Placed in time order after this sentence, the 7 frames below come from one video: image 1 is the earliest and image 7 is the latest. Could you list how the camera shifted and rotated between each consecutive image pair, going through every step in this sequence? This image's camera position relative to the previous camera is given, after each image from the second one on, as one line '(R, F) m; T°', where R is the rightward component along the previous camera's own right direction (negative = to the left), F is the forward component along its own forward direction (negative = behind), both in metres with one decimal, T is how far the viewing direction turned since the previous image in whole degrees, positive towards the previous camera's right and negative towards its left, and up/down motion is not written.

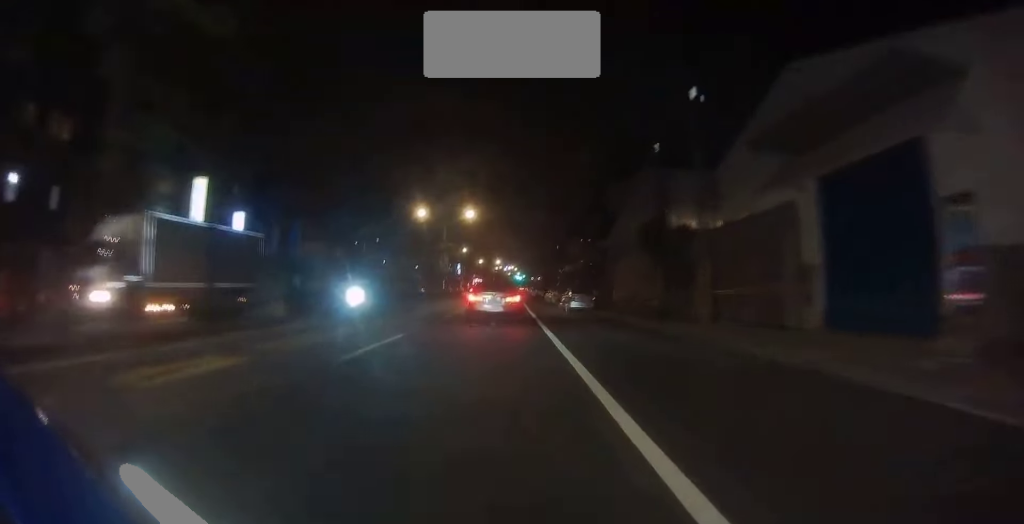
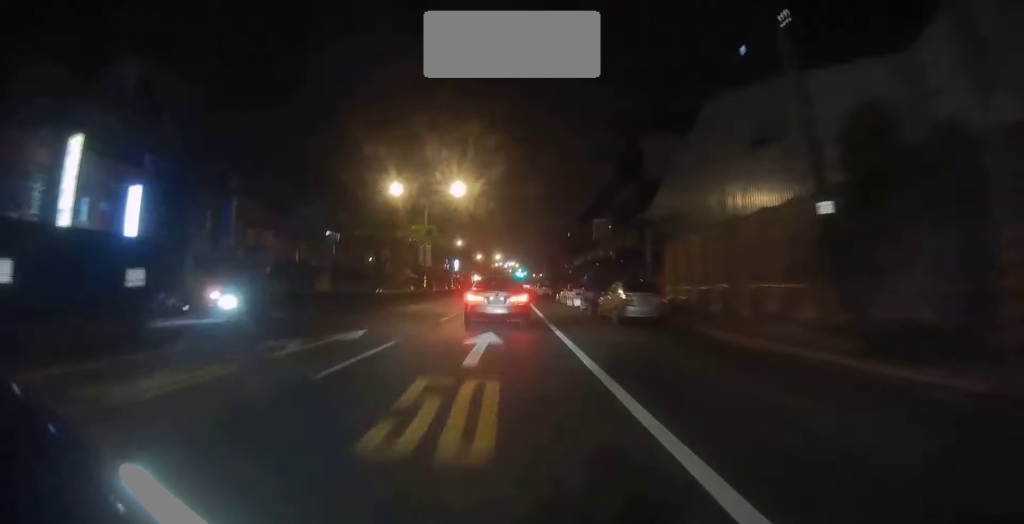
(0.0, +10.7) m; +1°
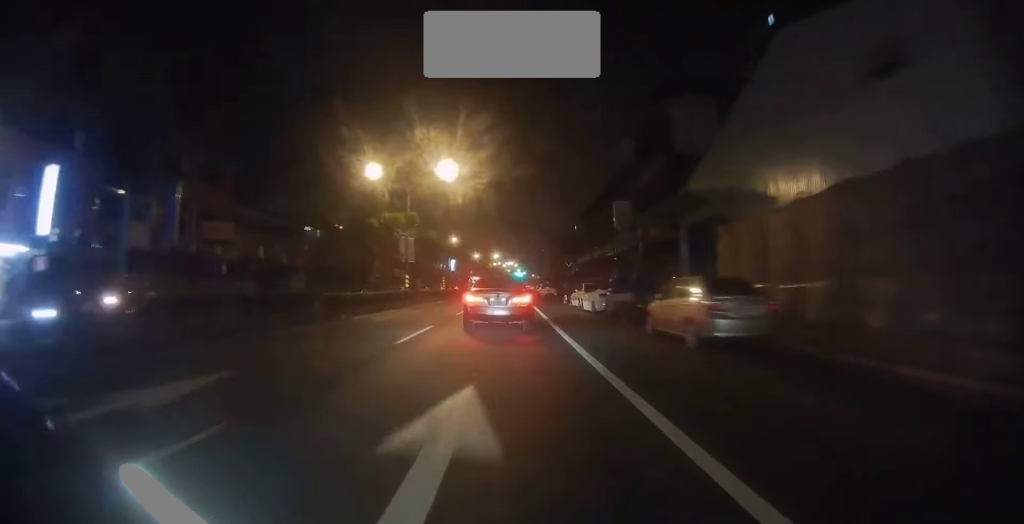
(+0.3, +5.8) m; 0°
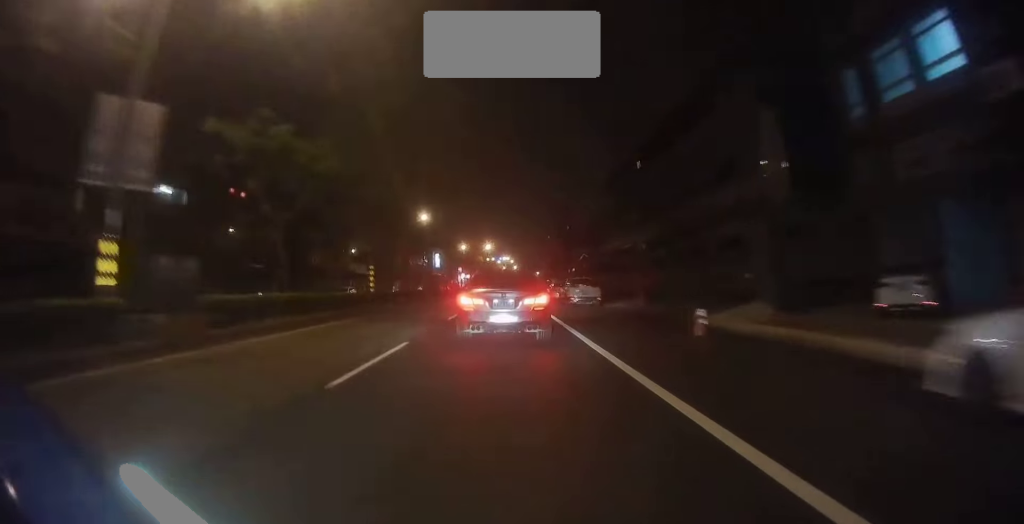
(-0.3, +20.8) m; 0°
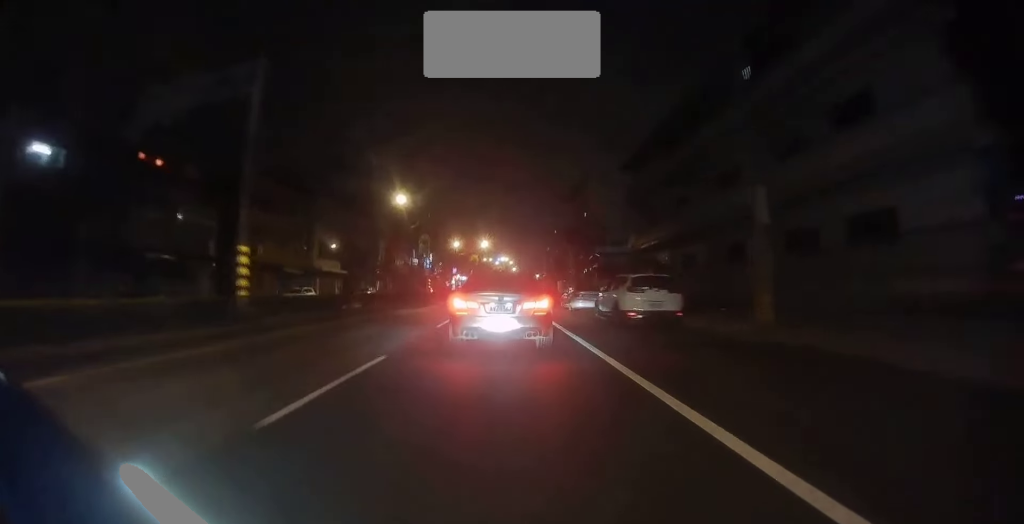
(+0.2, +9.0) m; +1°
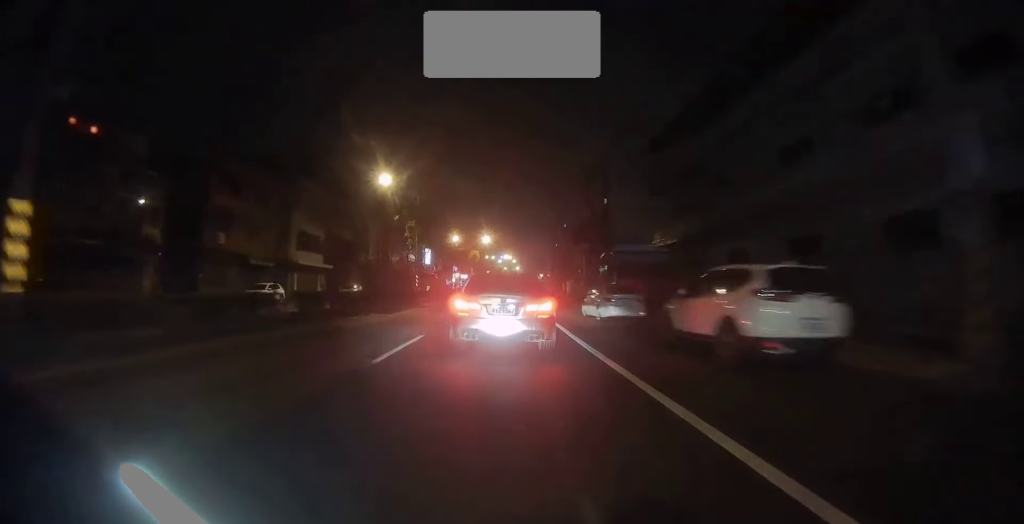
(0.0, +5.0) m; -1°
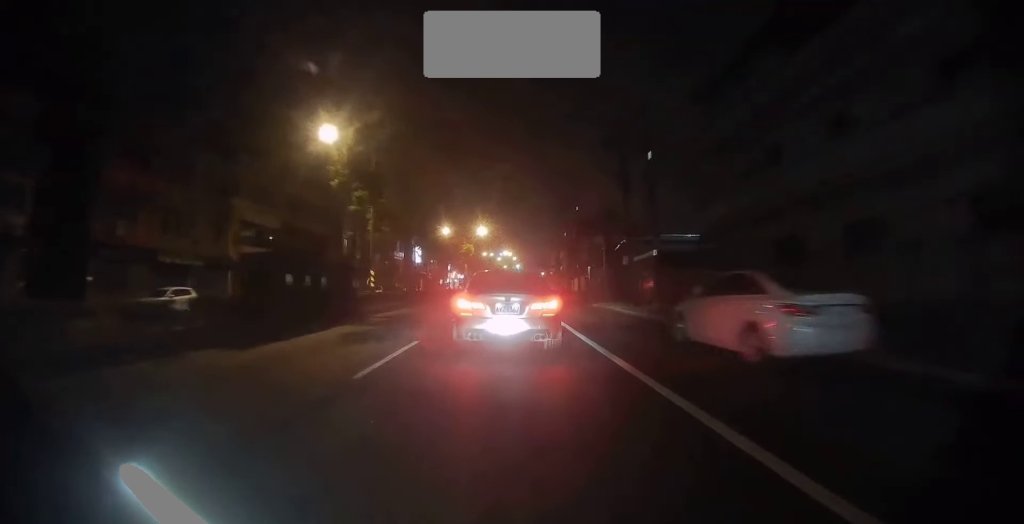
(-0.1, +8.0) m; -2°
